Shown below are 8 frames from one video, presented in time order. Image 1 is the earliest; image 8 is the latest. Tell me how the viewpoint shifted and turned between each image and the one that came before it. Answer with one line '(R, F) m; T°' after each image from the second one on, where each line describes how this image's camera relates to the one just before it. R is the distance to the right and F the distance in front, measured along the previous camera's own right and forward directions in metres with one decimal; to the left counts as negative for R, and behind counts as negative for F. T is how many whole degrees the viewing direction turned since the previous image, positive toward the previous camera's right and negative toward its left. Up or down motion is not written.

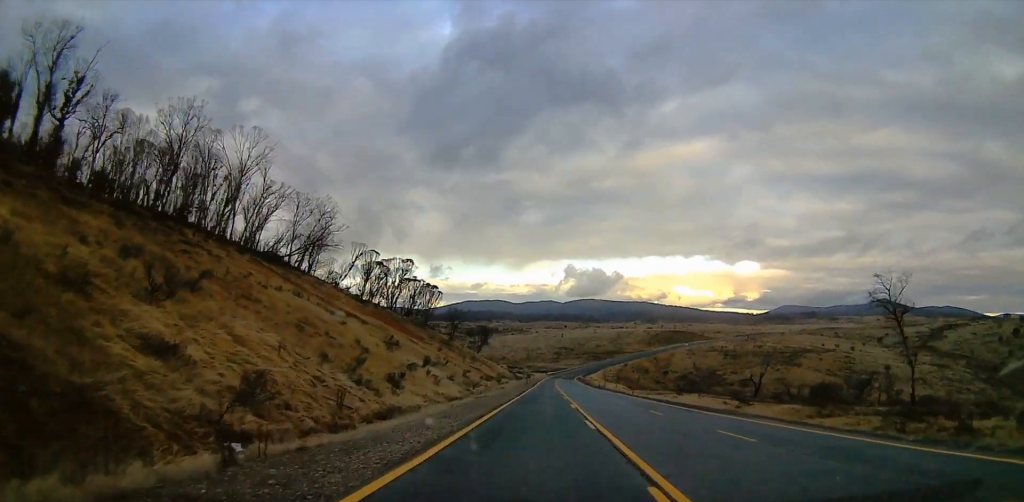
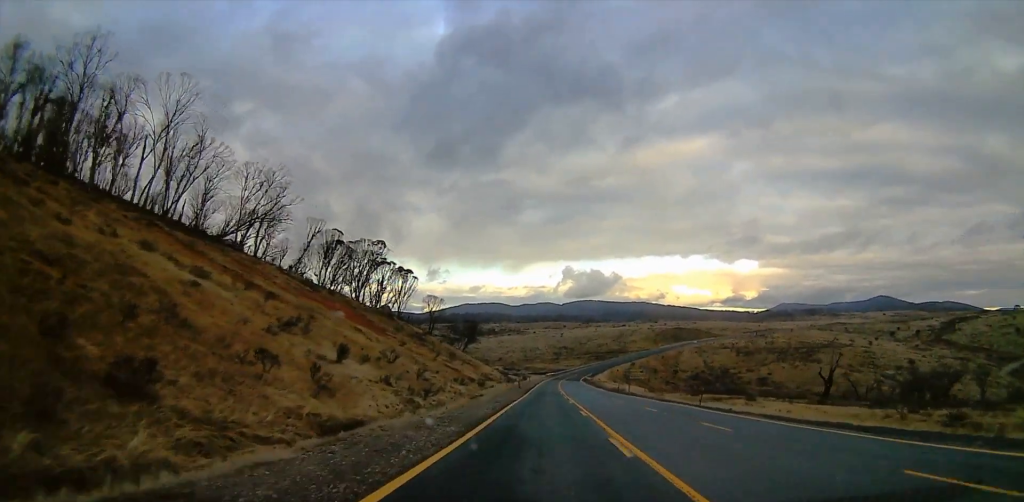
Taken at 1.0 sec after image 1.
(+0.6, +32.2) m; +2°
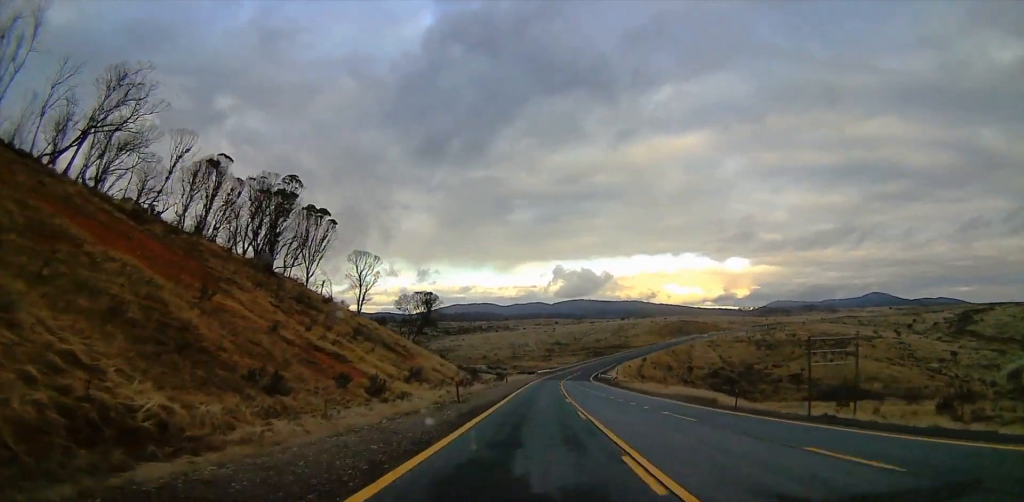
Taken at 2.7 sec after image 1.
(-0.7, +55.3) m; -3°
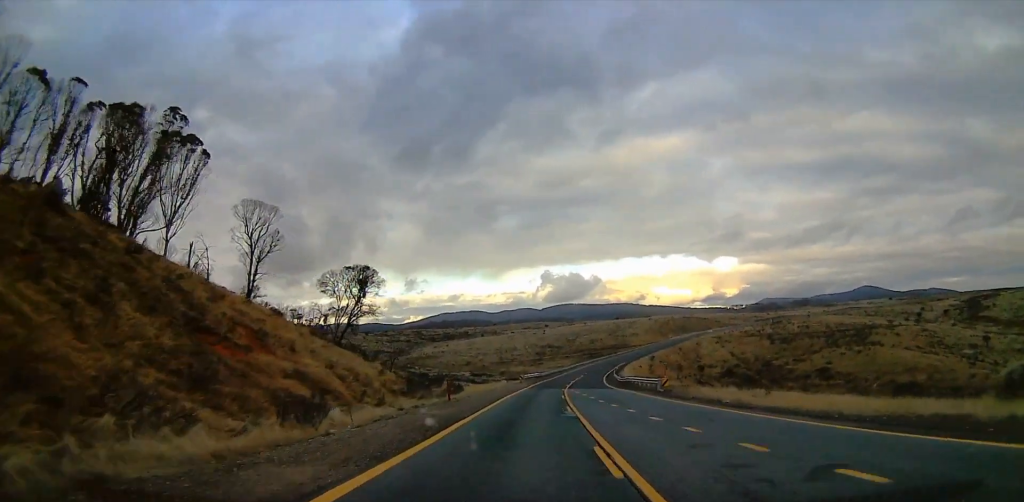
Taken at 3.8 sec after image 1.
(0.0, +35.6) m; +1°
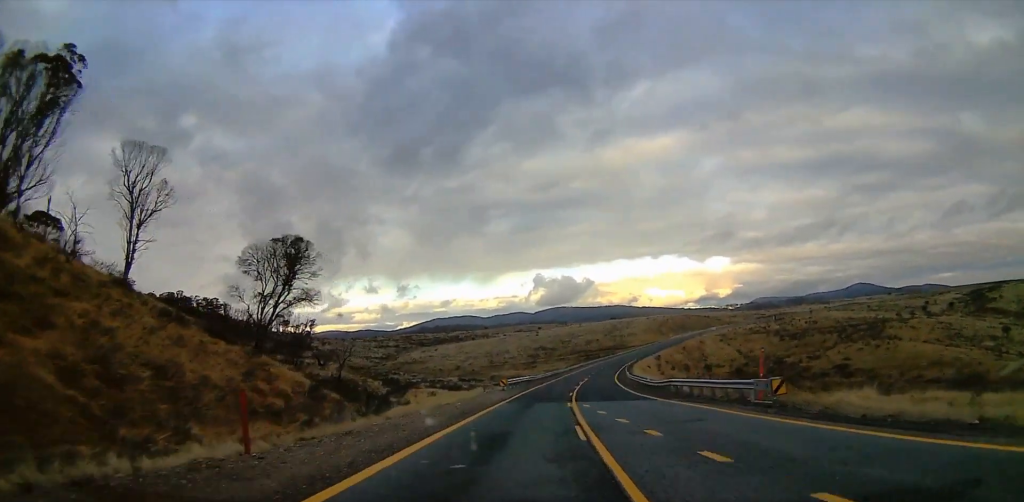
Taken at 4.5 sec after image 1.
(-0.3, +21.6) m; +2°
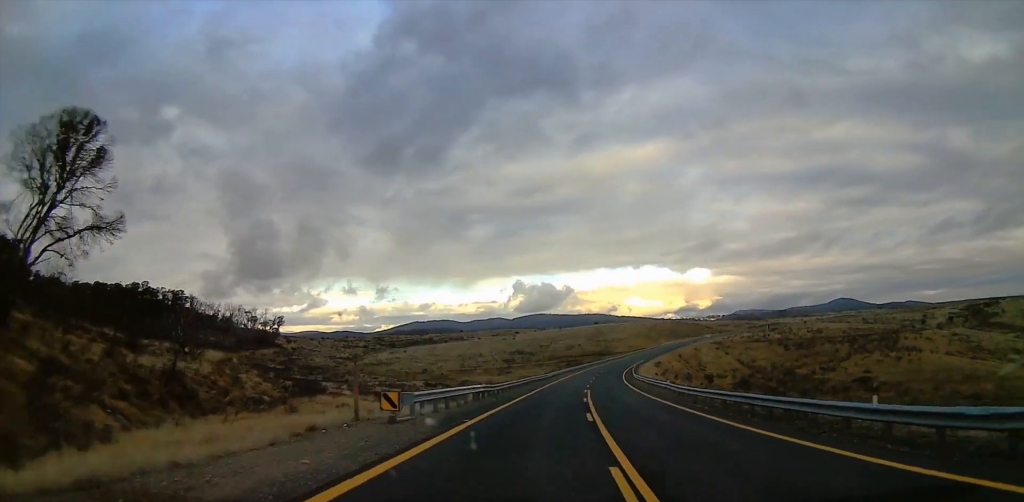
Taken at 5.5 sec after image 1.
(+1.4, +31.5) m; +3°
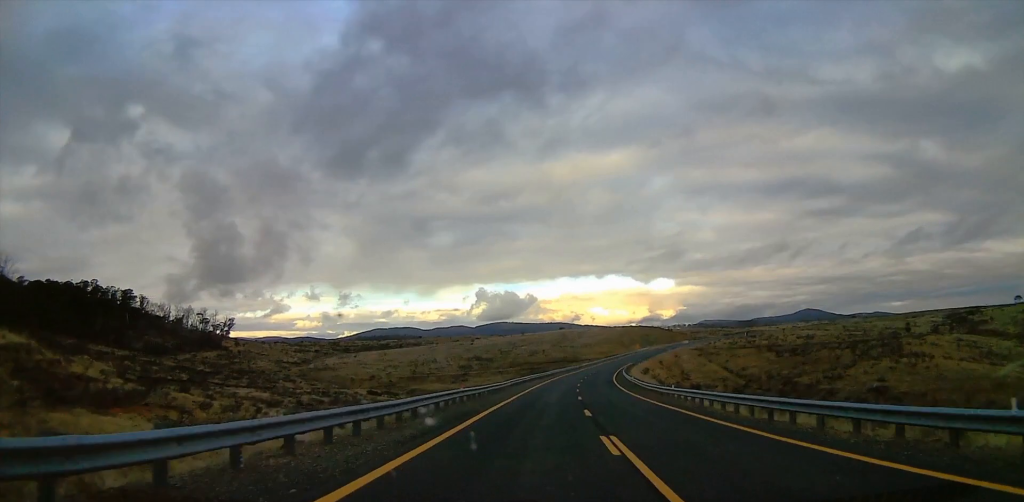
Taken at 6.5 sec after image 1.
(0.0, +31.5) m; +3°
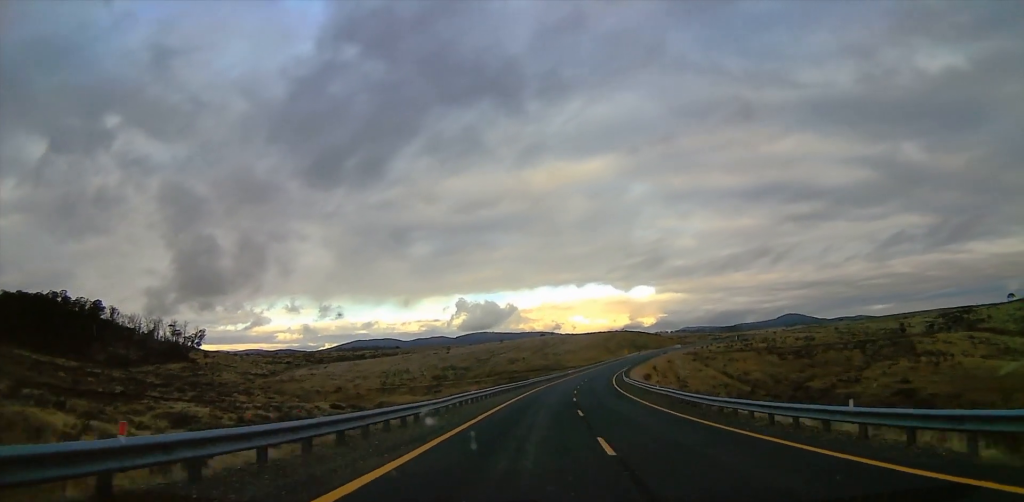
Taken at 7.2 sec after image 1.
(+0.9, +21.3) m; +2°
